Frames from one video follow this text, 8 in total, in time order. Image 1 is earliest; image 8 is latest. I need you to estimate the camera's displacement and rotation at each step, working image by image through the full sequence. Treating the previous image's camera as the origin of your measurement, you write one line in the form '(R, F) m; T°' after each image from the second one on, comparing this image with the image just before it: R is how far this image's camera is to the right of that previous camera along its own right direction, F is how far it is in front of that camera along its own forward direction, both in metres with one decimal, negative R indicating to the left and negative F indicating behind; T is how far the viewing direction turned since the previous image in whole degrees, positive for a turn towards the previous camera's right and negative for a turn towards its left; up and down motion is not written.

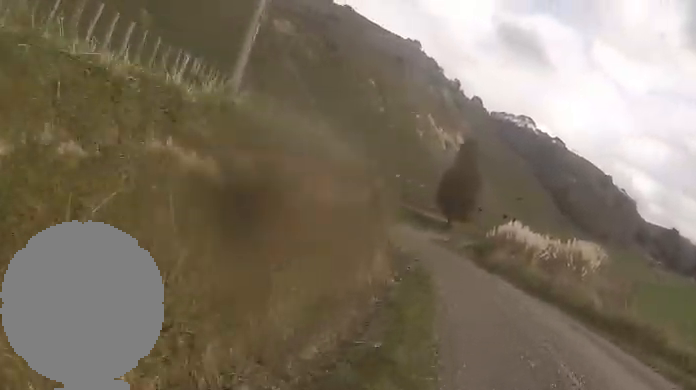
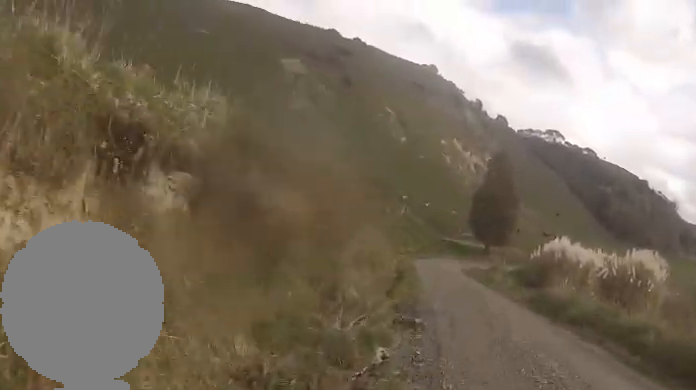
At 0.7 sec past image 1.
(0.0, +8.0) m; -2°
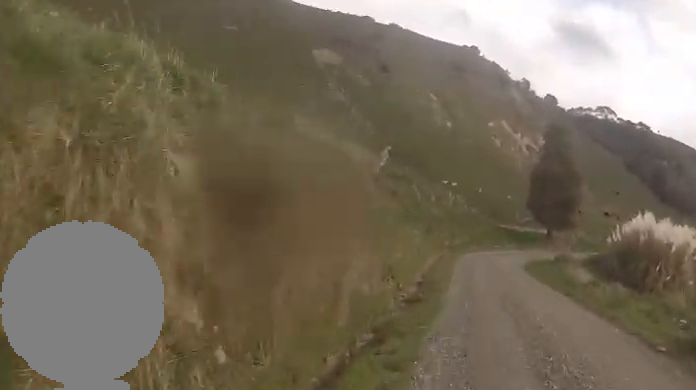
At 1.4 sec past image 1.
(0.0, +8.5) m; -7°
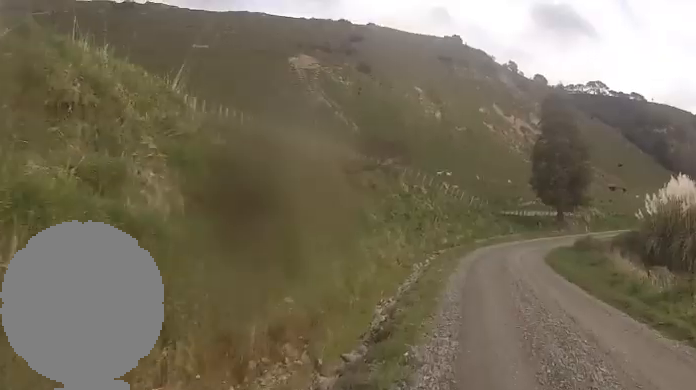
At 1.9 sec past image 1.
(-0.5, +6.2) m; -2°
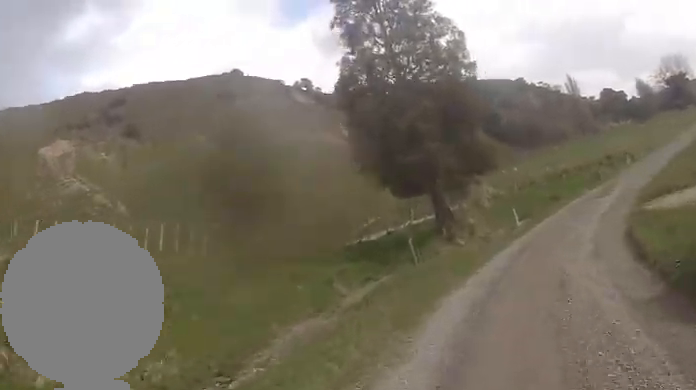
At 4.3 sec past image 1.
(+5.4, +28.7) m; +28°
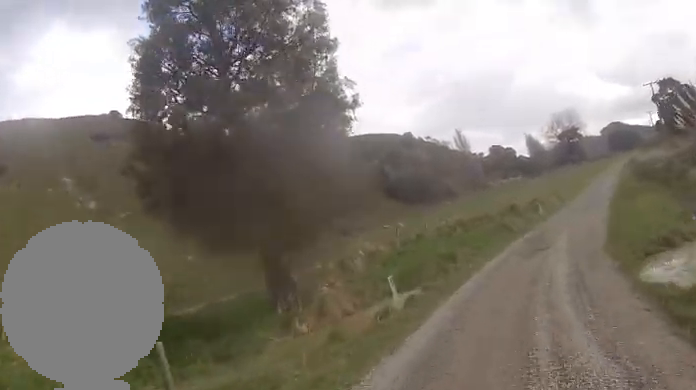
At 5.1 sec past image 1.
(+0.4, +9.1) m; +5°
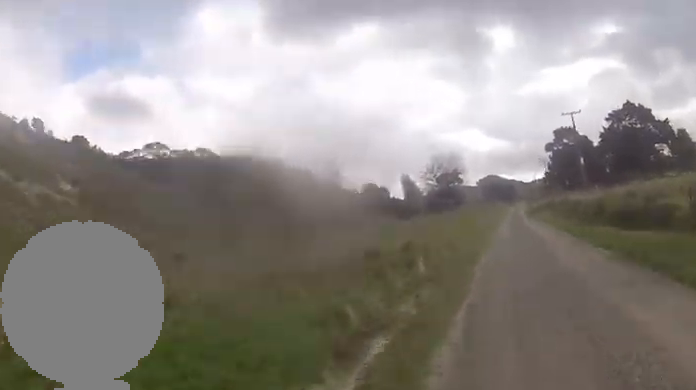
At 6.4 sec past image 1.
(+1.0, +17.6) m; +12°
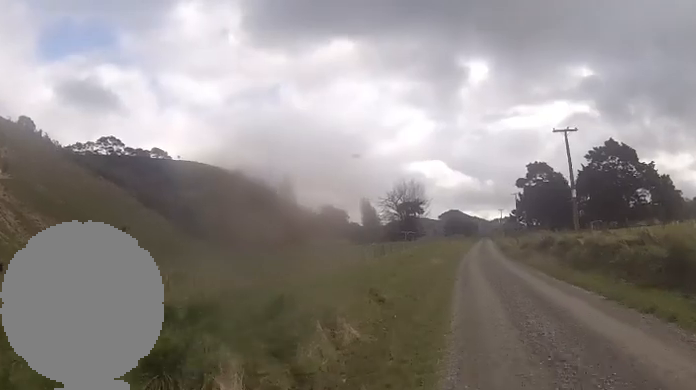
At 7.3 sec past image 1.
(+1.6, +14.3) m; +7°
